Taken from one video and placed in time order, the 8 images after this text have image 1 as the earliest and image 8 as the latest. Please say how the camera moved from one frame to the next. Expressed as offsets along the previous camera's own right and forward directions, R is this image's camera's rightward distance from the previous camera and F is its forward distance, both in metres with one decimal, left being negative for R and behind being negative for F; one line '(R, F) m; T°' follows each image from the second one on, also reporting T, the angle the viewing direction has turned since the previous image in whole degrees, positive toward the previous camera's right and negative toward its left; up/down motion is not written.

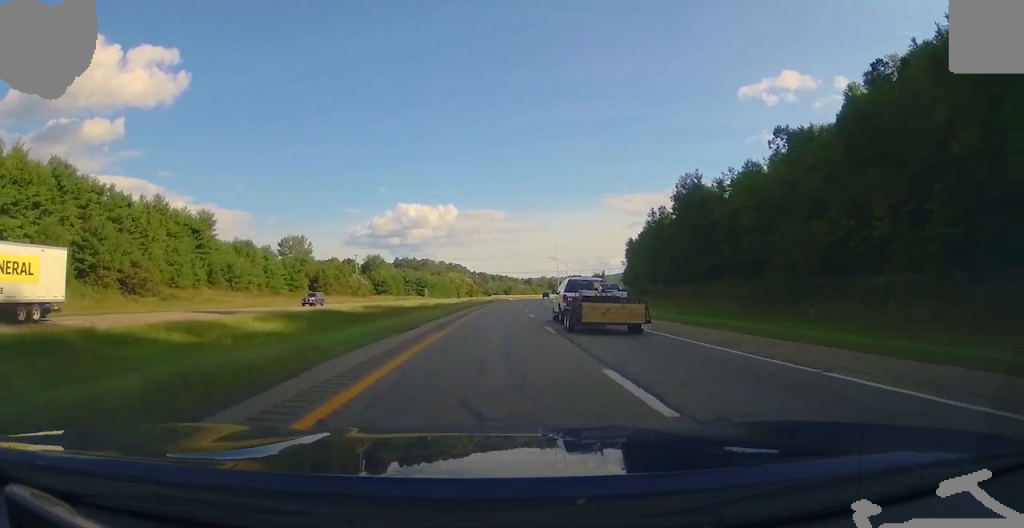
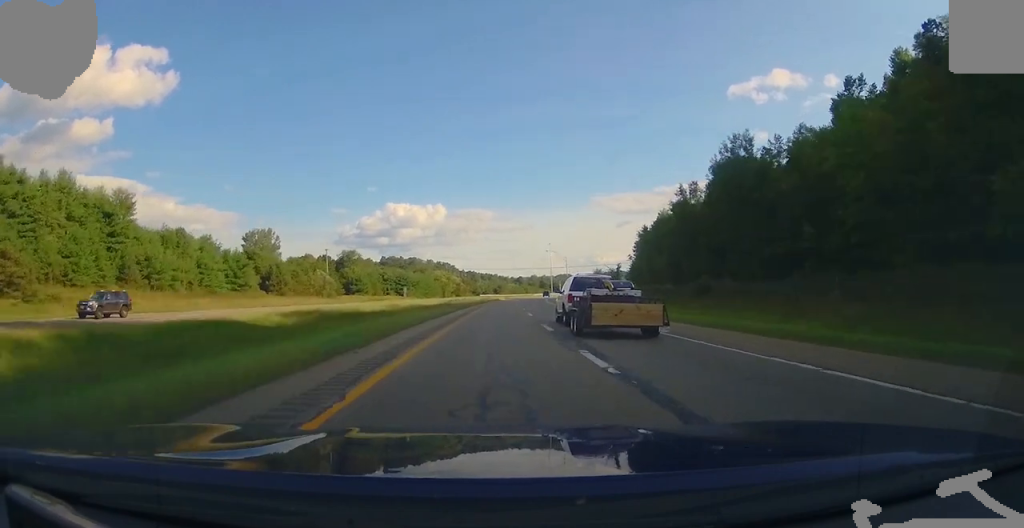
(-0.4, +22.8) m; +2°
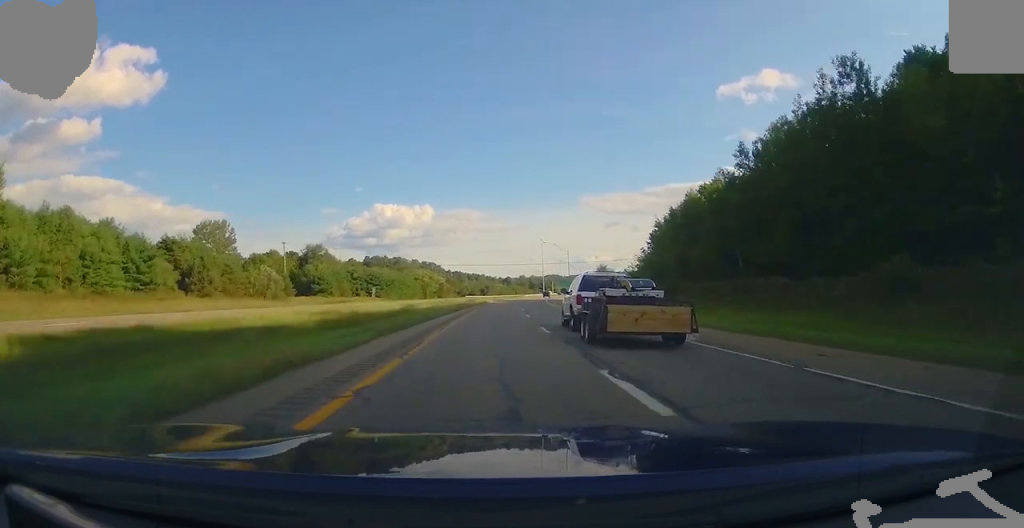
(+1.3, +26.3) m; +2°
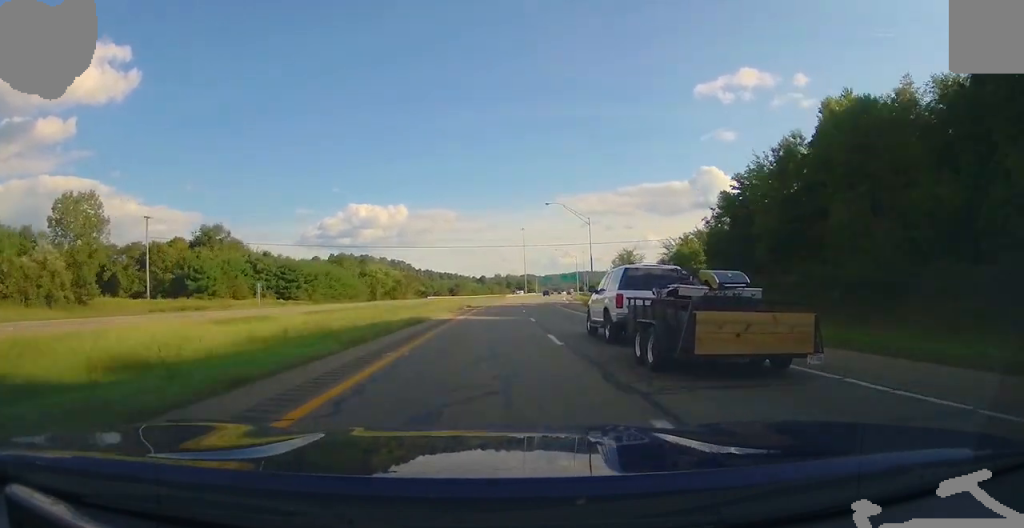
(+1.3, +53.6) m; +3°
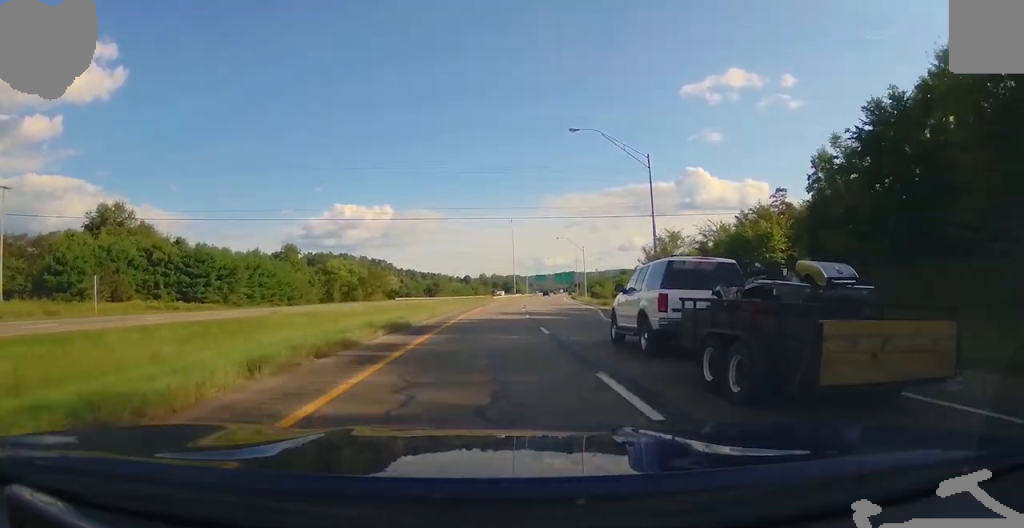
(+0.6, +32.9) m; +2°
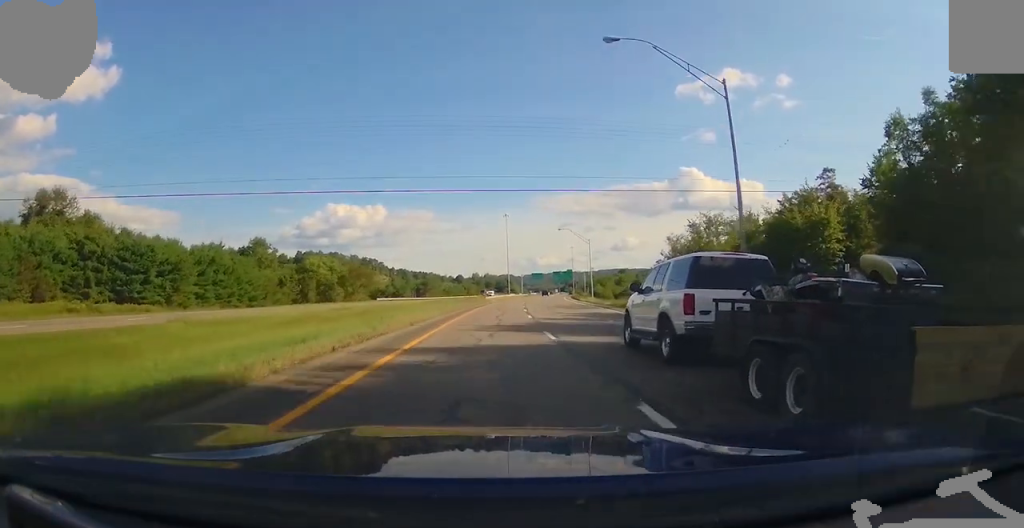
(-0.1, +14.7) m; +1°
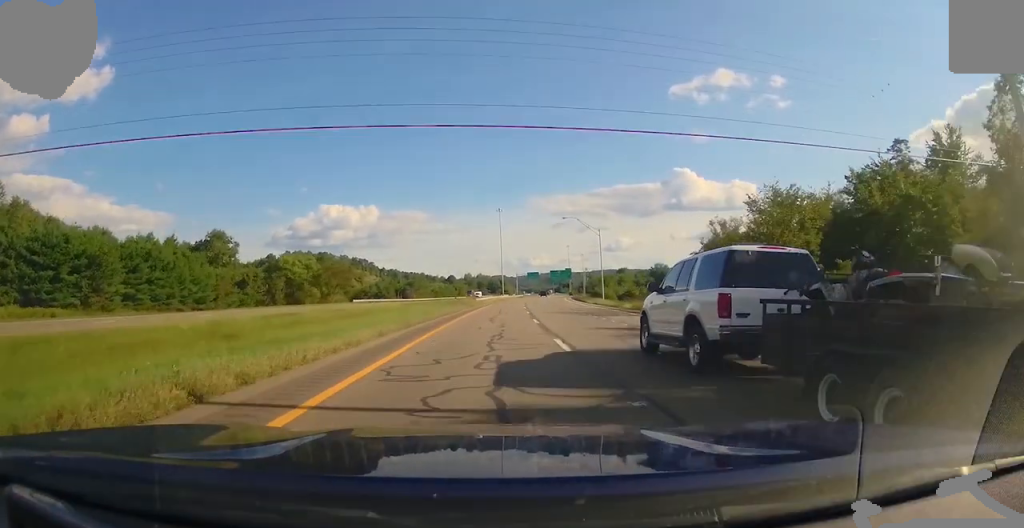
(+0.1, +15.8) m; +1°
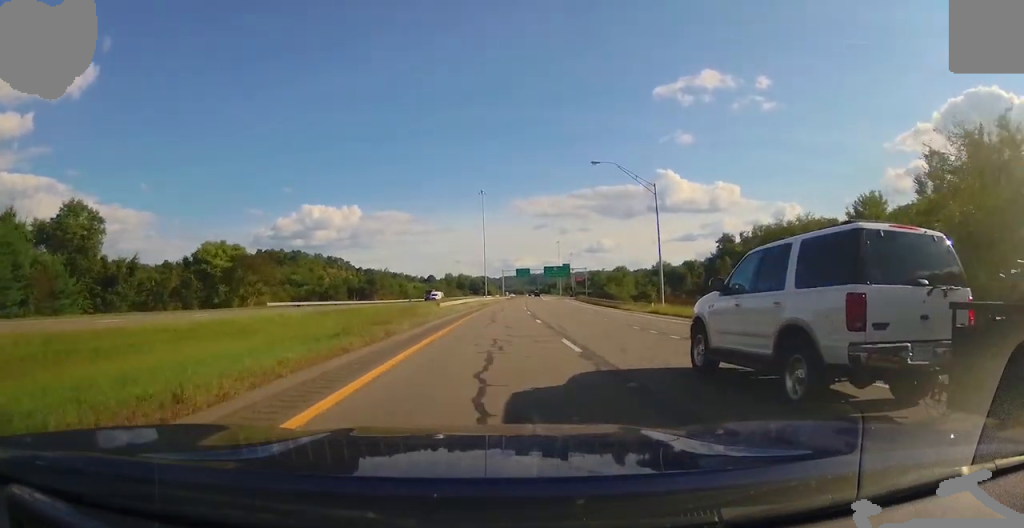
(+0.8, +36.1) m; +2°
